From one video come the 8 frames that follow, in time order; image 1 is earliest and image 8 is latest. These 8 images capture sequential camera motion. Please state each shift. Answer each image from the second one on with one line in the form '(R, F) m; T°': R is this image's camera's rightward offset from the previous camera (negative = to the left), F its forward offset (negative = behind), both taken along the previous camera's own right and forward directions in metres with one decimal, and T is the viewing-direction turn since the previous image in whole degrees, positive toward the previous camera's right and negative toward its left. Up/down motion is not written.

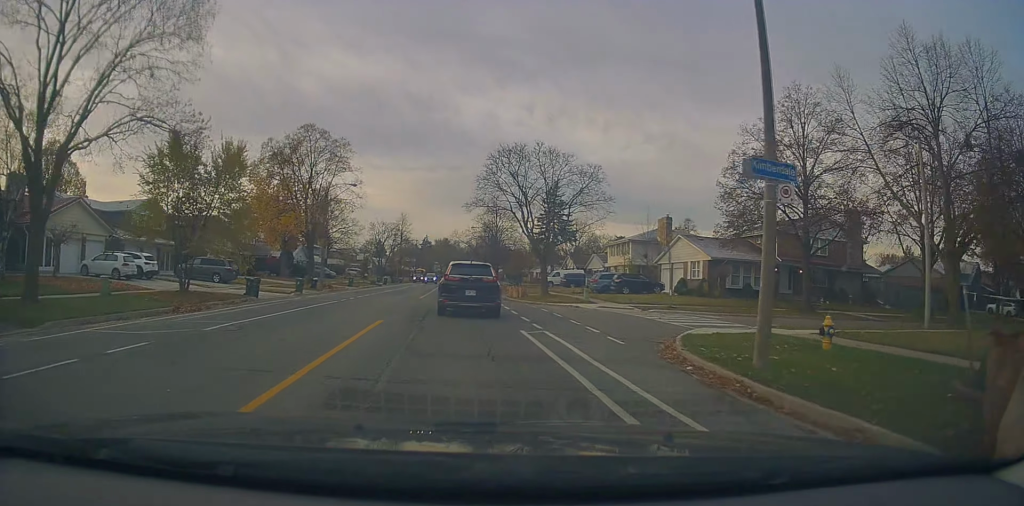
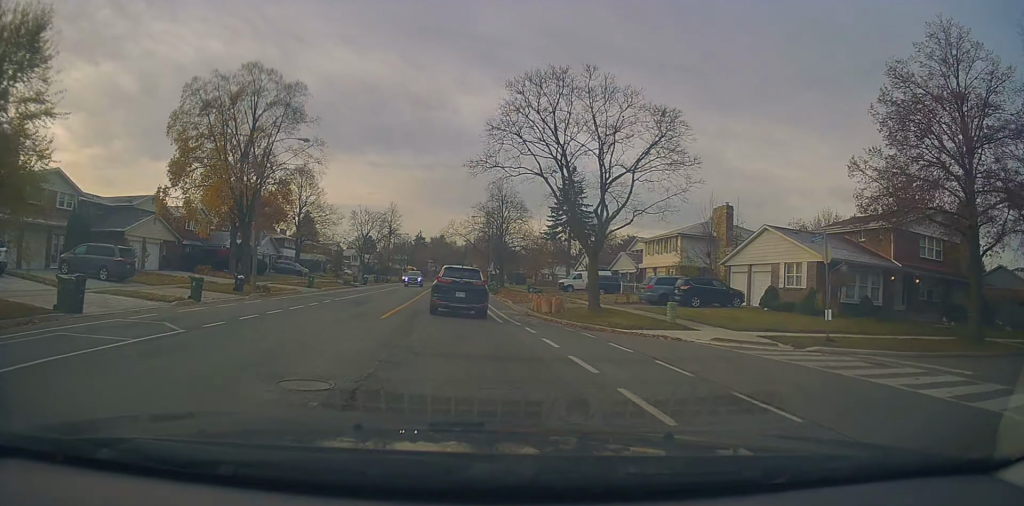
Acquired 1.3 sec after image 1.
(-0.6, +14.7) m; -1°
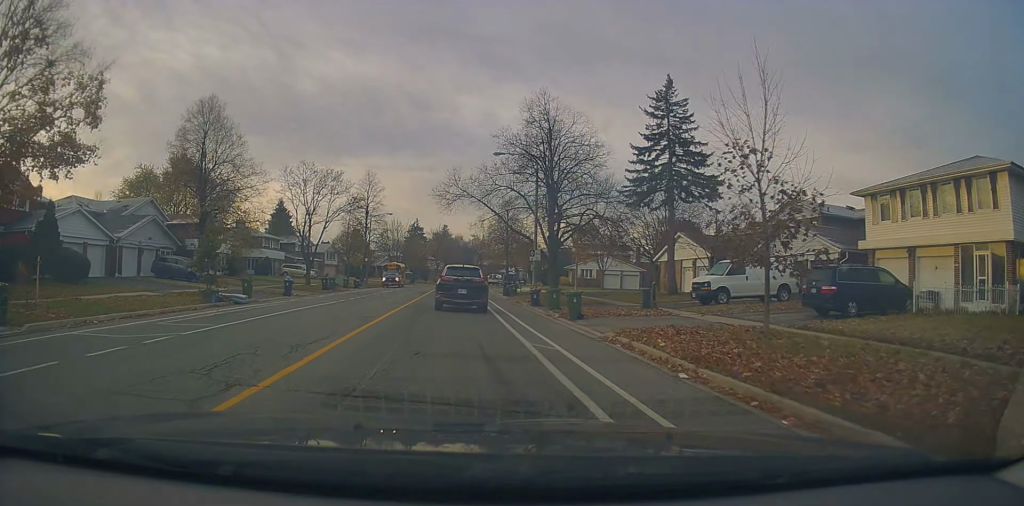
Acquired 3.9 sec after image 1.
(+0.2, +30.6) m; +1°
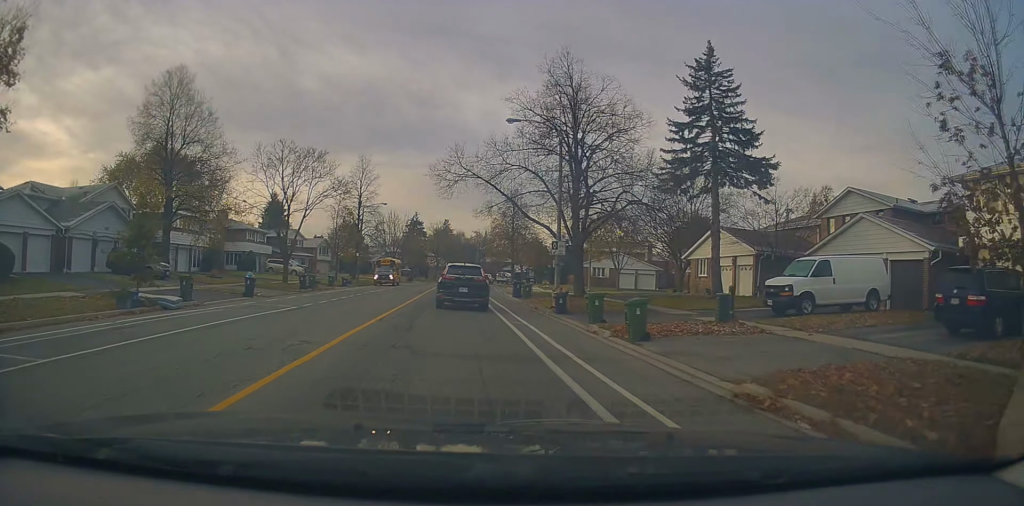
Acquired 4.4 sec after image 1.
(+0.1, +6.4) m; +2°
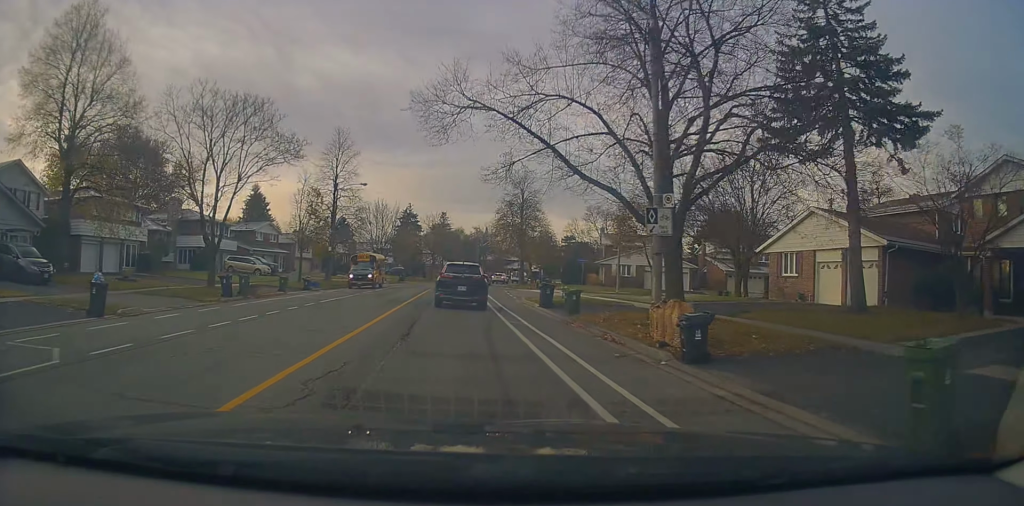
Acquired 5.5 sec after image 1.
(+0.5, +12.7) m; -2°
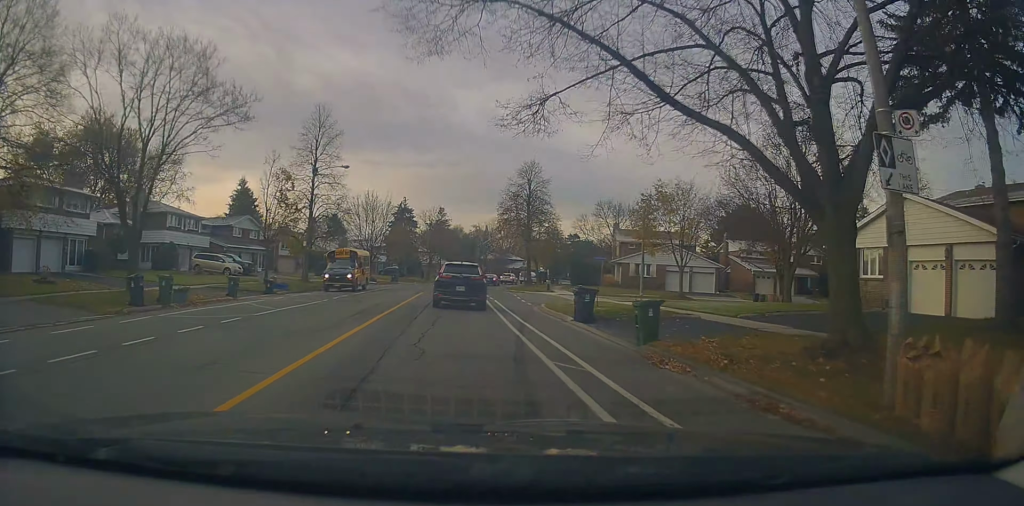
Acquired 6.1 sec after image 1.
(-0.3, +7.4) m; -1°
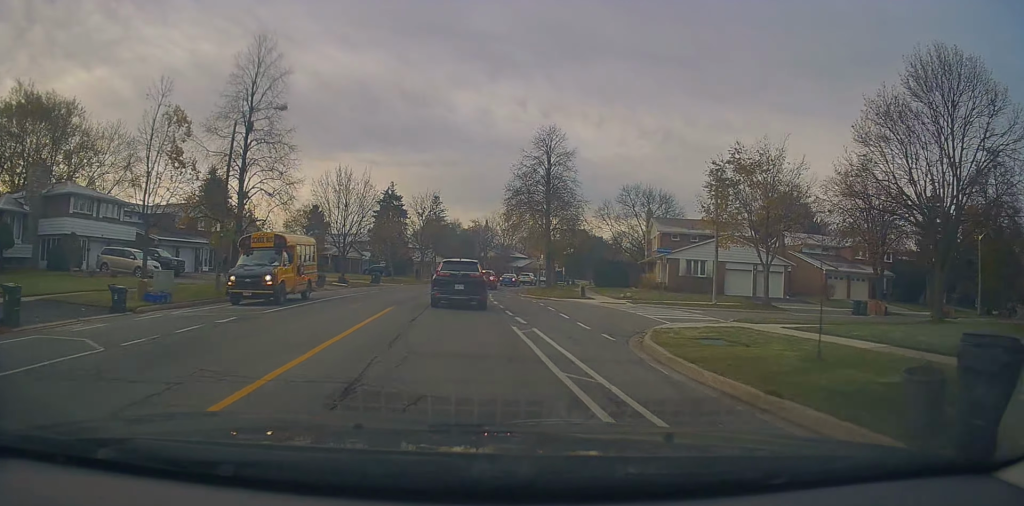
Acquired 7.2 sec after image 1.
(-0.2, +13.9) m; +1°
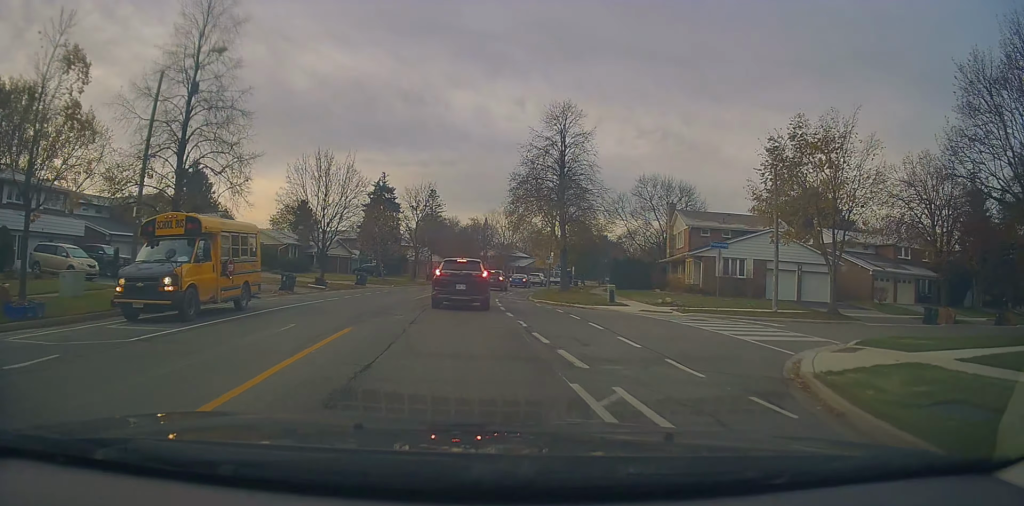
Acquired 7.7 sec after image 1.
(+0.5, +7.0) m; +1°
